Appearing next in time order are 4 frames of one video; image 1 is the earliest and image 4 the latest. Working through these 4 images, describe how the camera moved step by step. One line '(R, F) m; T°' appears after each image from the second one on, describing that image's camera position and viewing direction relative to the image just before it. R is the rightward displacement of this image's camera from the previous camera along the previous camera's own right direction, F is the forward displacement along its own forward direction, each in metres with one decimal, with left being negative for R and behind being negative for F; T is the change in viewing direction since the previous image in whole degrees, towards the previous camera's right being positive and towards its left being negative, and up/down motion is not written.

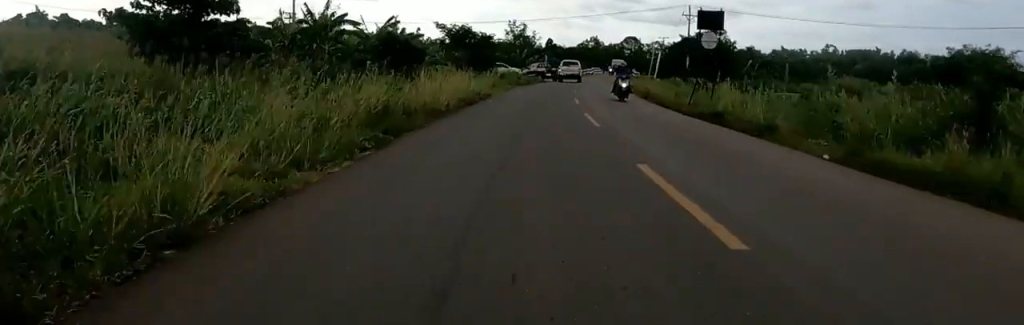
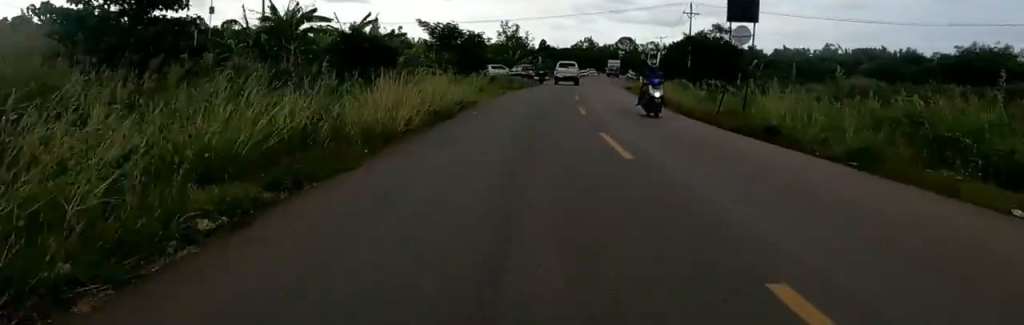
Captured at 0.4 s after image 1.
(-0.3, +4.1) m; 0°
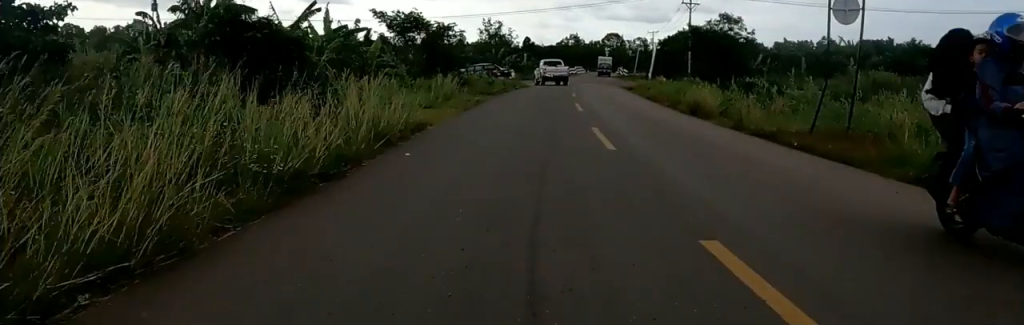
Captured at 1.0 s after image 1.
(-0.4, +6.5) m; 0°
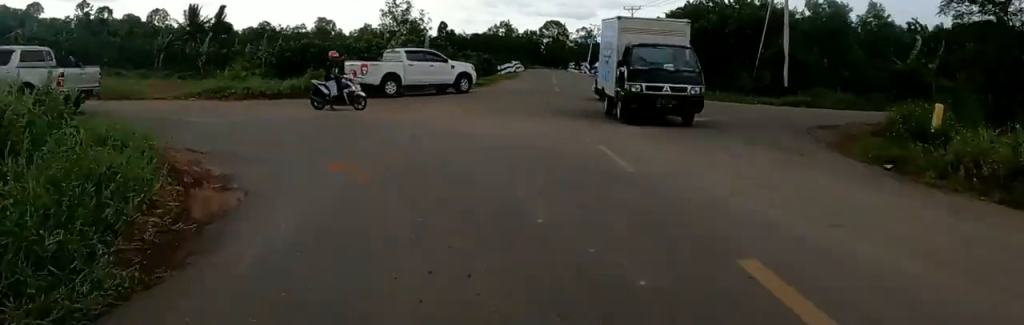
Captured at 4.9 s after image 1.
(+1.3, +38.5) m; +7°
